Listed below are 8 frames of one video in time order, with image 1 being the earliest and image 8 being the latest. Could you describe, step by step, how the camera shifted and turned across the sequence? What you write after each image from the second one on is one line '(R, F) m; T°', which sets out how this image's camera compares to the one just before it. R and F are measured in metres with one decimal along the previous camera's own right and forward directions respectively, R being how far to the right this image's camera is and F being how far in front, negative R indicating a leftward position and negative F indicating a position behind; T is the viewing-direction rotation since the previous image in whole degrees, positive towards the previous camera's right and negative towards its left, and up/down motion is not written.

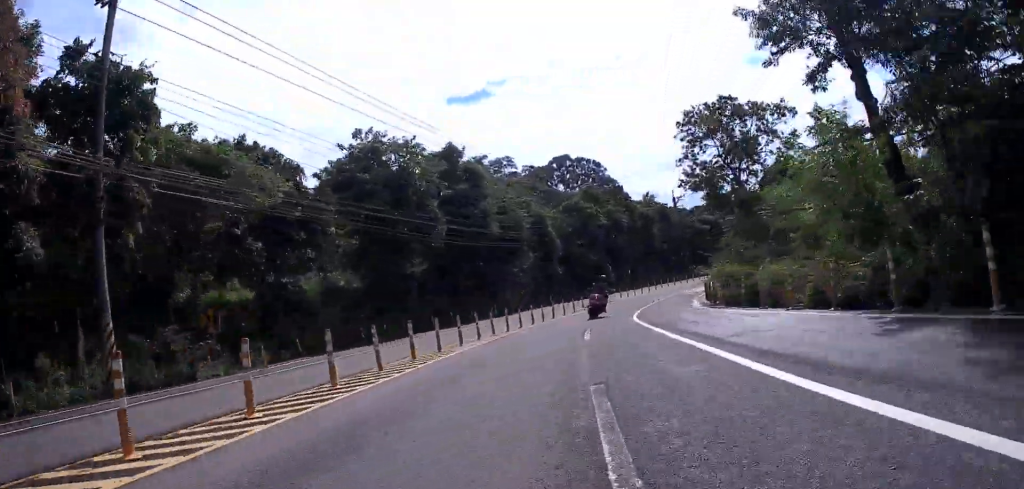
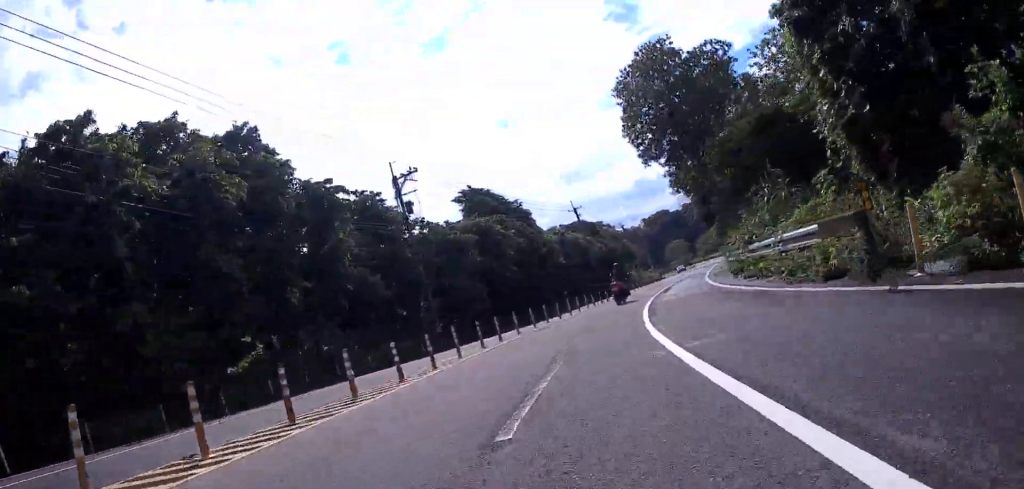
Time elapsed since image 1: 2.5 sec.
(+10.1, +44.5) m; +26°
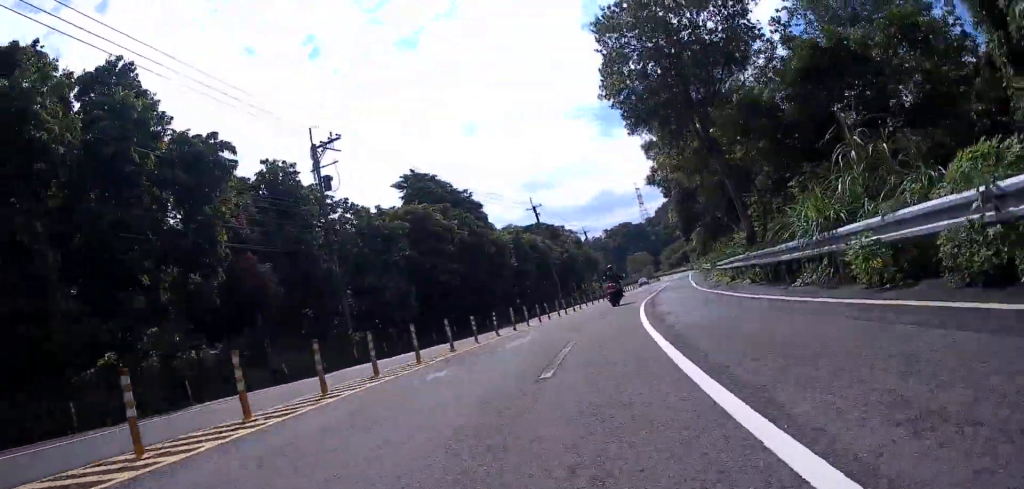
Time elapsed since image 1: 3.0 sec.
(+0.6, +7.7) m; +3°
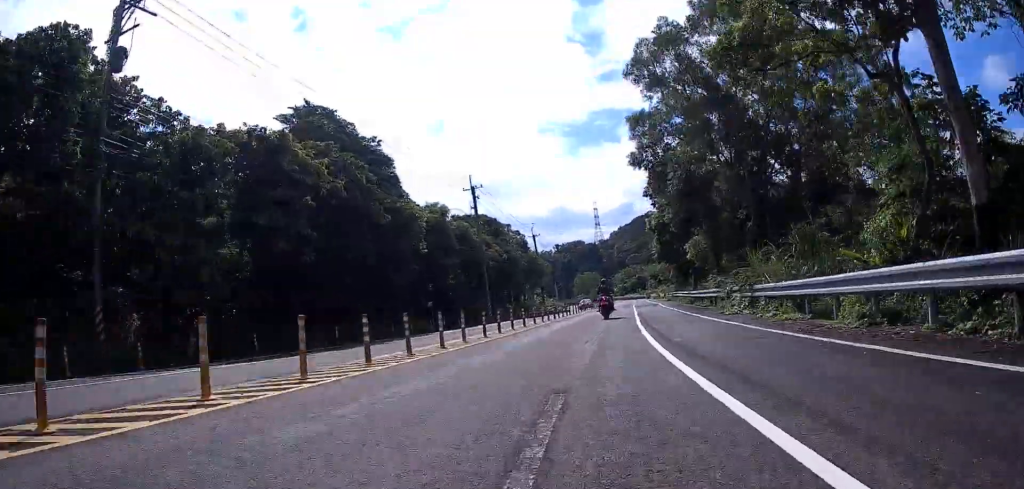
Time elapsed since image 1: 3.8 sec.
(+0.3, +14.4) m; +5°
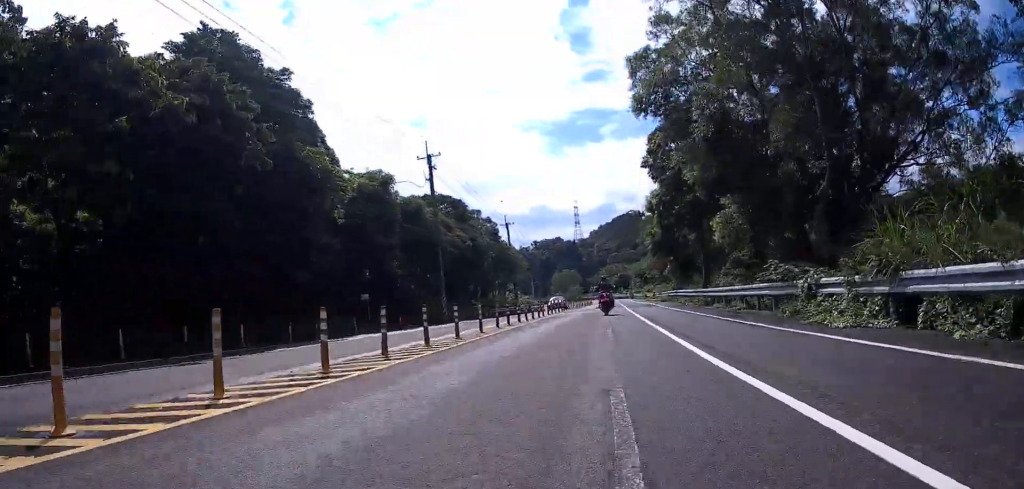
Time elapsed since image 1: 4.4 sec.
(+0.3, +9.7) m; +3°
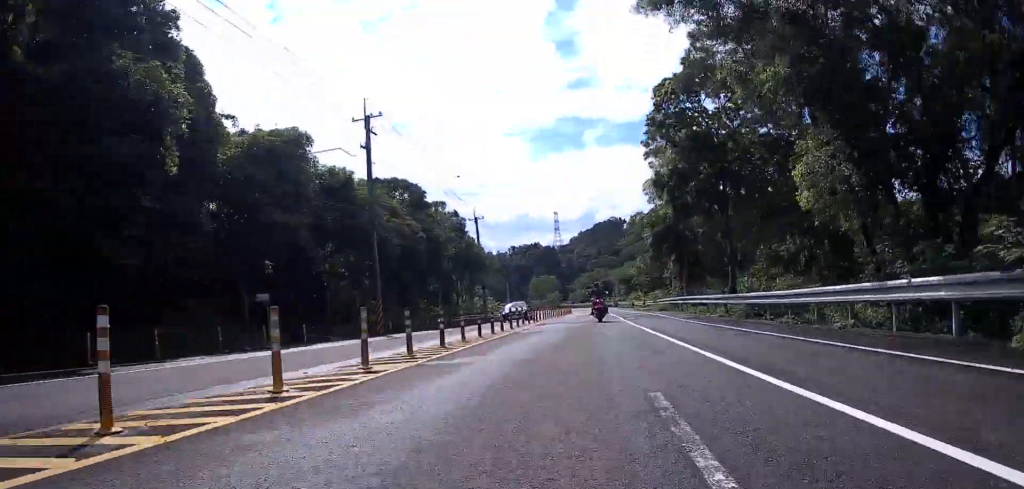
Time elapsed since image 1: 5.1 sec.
(+0.6, +9.9) m; +3°
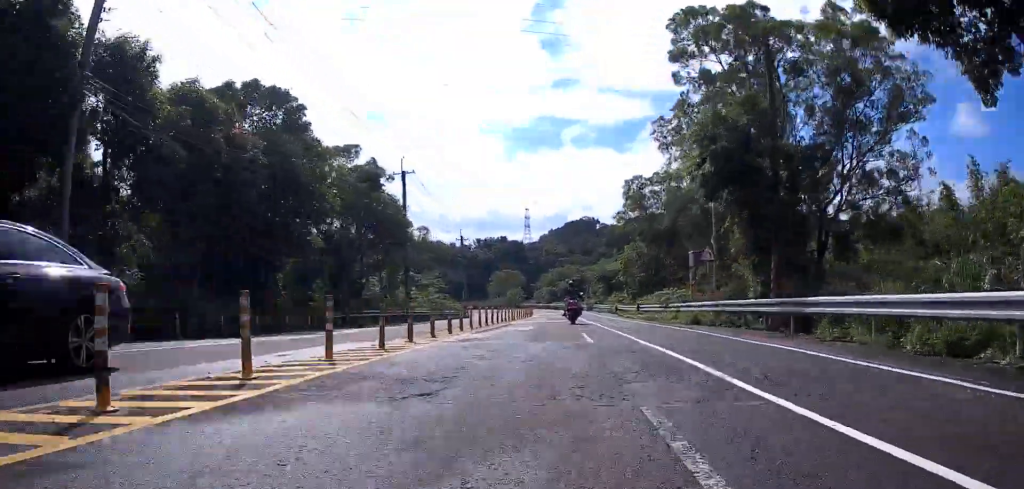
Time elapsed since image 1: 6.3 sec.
(0.0, +20.2) m; -1°
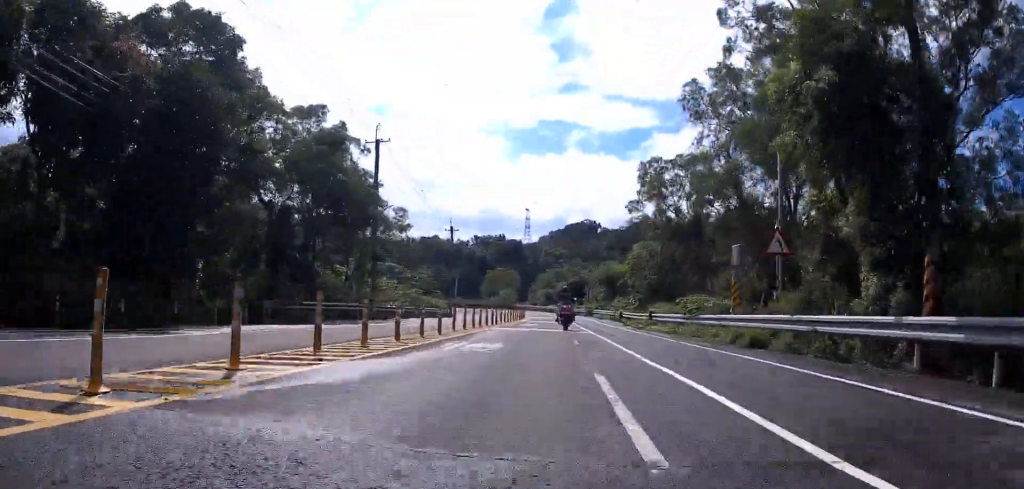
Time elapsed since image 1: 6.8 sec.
(-0.2, +7.8) m; -1°
